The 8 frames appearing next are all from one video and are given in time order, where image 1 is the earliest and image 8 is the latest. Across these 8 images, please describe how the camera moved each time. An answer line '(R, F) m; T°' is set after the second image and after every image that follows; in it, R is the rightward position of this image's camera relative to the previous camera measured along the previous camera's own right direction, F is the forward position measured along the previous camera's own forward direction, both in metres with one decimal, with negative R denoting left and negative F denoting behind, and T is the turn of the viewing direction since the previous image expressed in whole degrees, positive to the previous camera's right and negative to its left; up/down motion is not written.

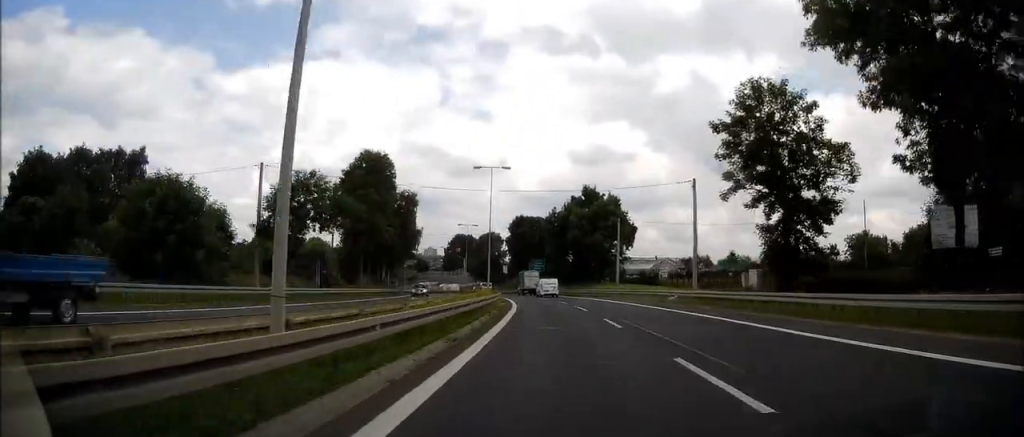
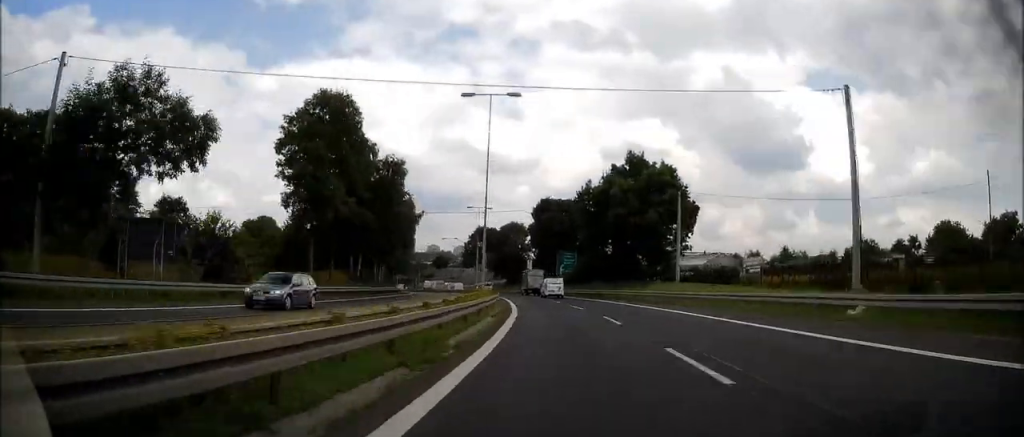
(-0.9, +22.0) m; -3°
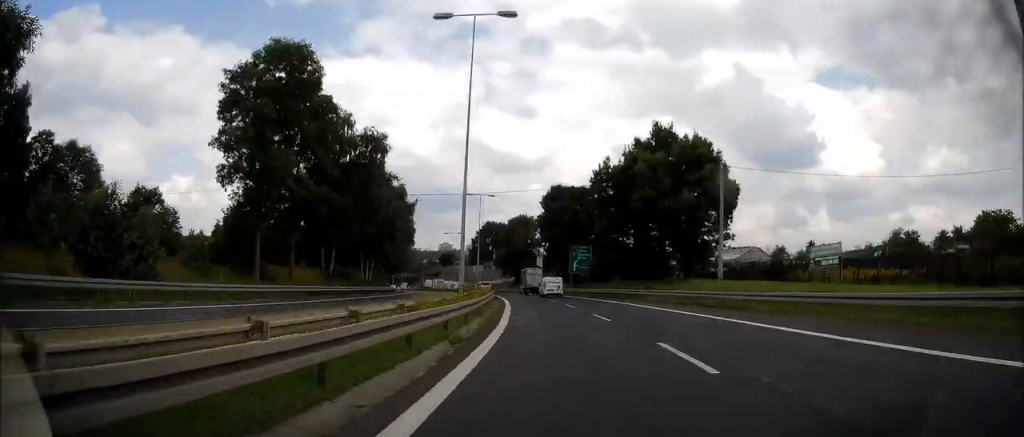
(-0.2, +11.1) m; -1°
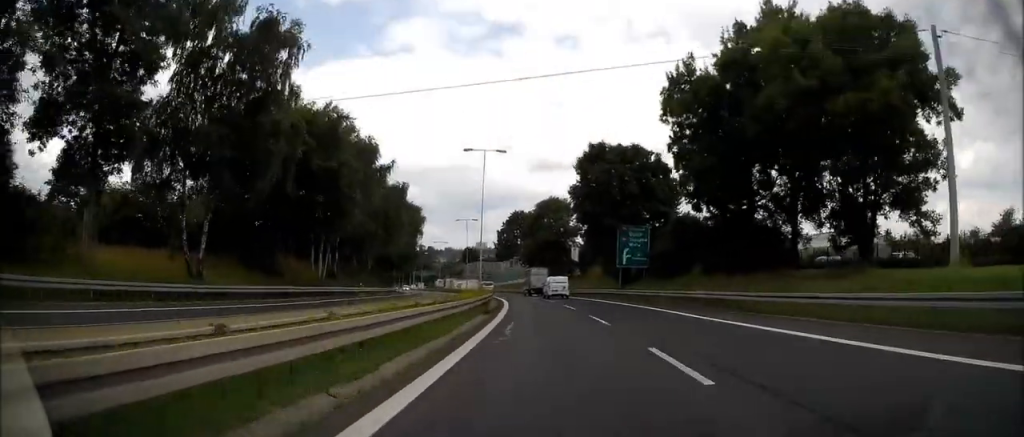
(0.0, +25.1) m; -1°
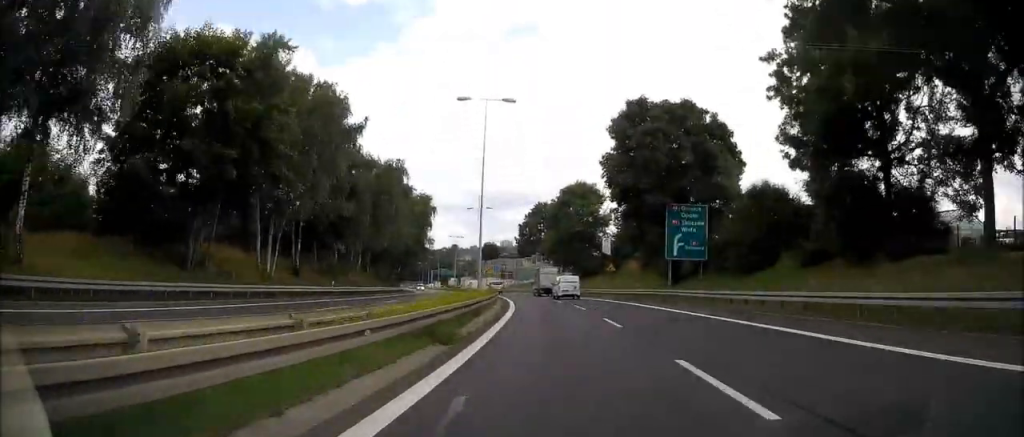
(+0.1, +14.0) m; -2°
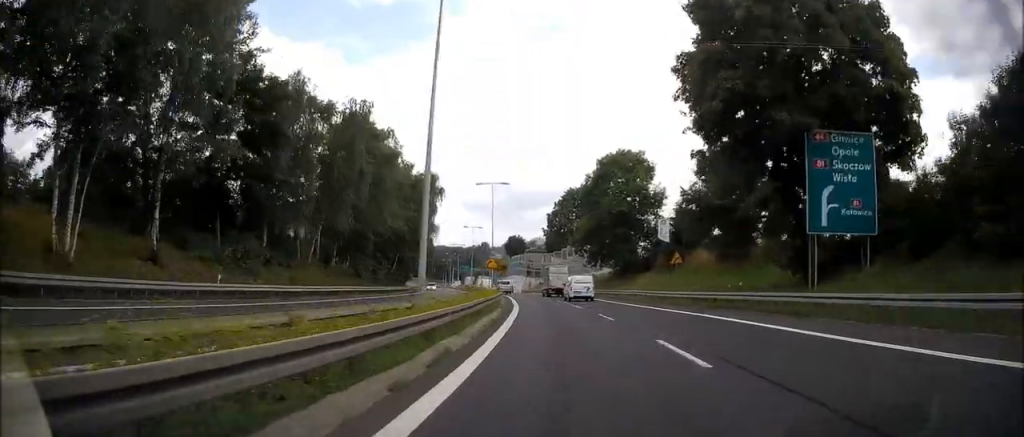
(-0.9, +20.5) m; -4°
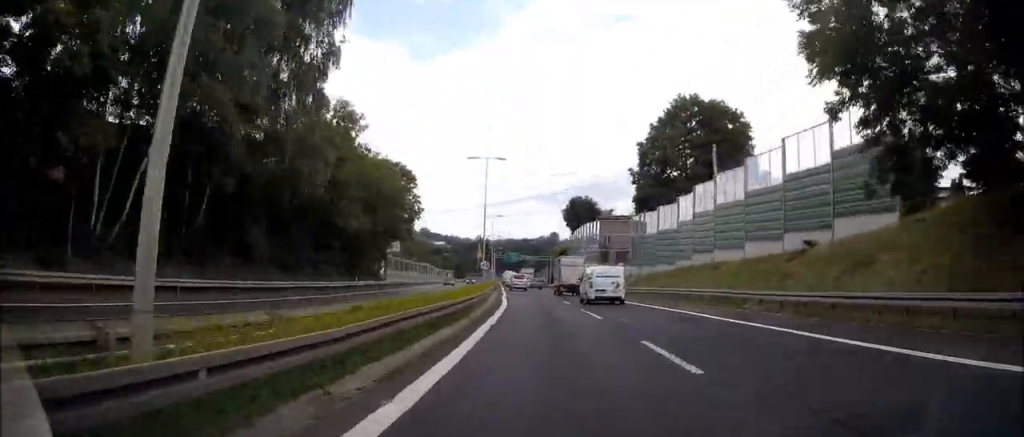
(-4.5, +59.8) m; -8°
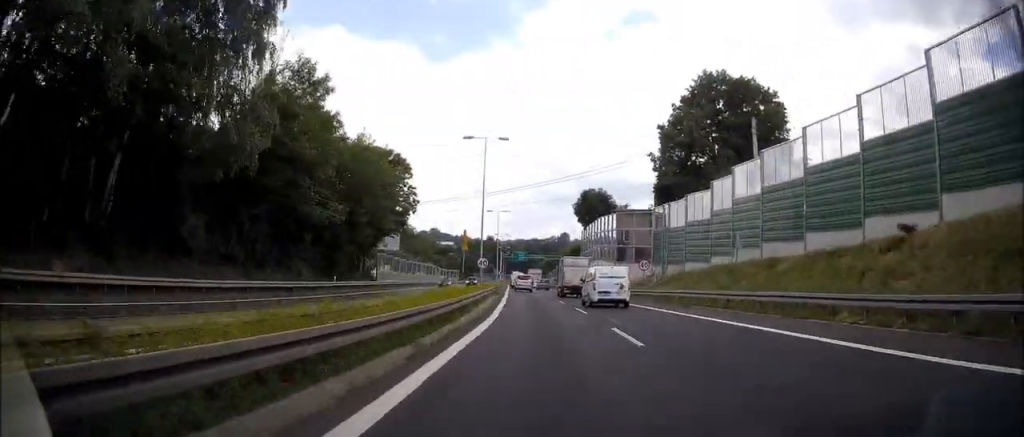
(-0.2, +8.3) m; -1°
